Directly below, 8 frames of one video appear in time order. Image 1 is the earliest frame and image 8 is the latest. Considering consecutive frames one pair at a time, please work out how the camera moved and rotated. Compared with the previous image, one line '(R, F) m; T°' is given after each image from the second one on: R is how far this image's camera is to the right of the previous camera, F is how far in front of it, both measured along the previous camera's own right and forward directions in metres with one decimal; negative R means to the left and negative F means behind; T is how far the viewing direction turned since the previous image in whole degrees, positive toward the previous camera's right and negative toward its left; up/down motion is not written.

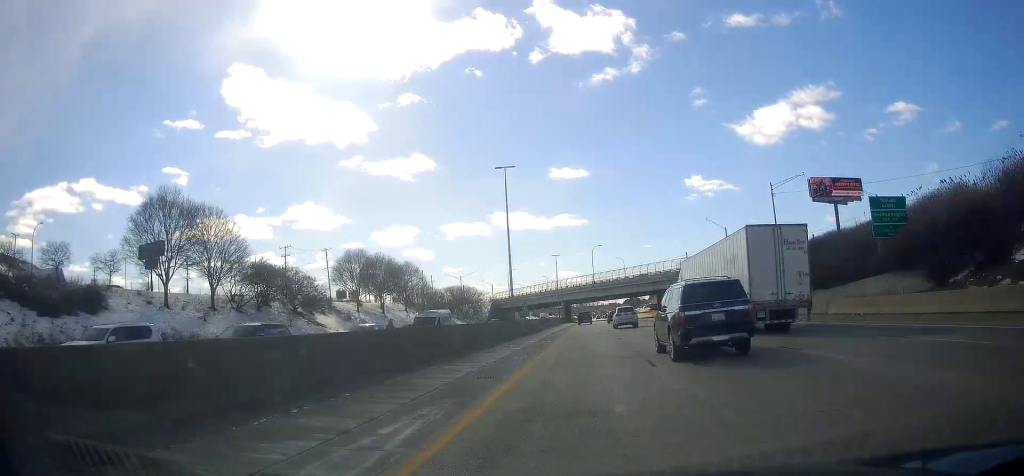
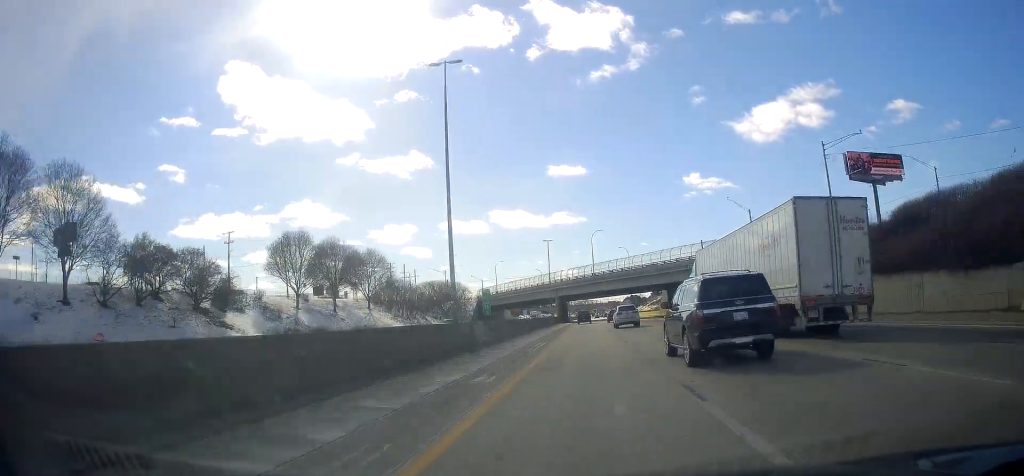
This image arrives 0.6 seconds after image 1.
(+0.2, +21.2) m; +1°
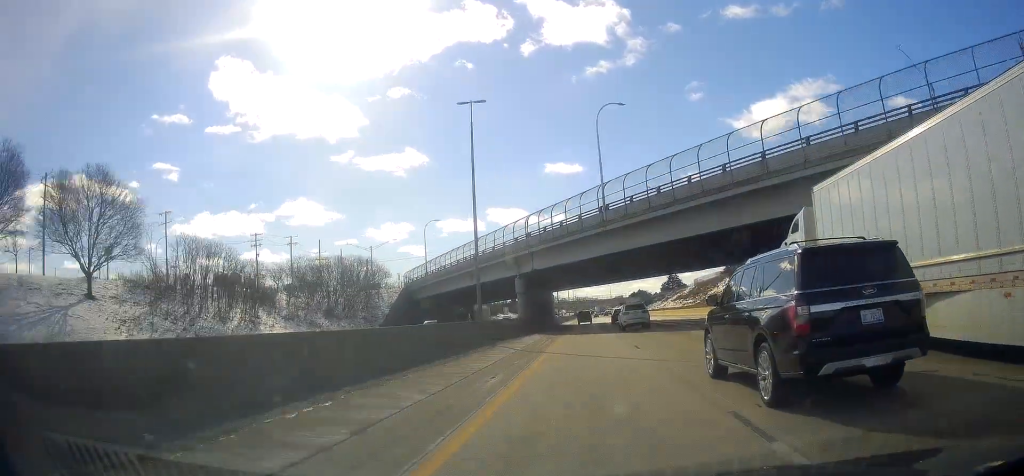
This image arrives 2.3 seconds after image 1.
(+1.2, +65.6) m; +1°
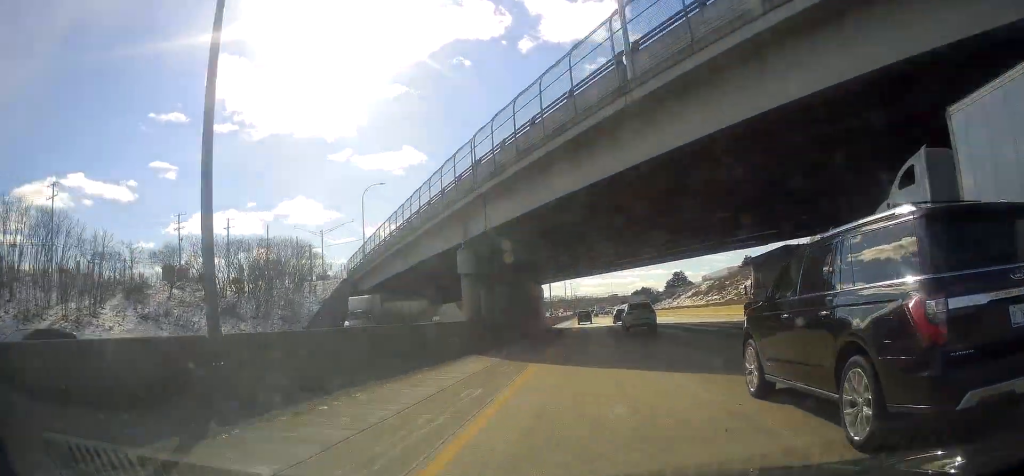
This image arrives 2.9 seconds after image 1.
(-0.4, +24.3) m; 0°
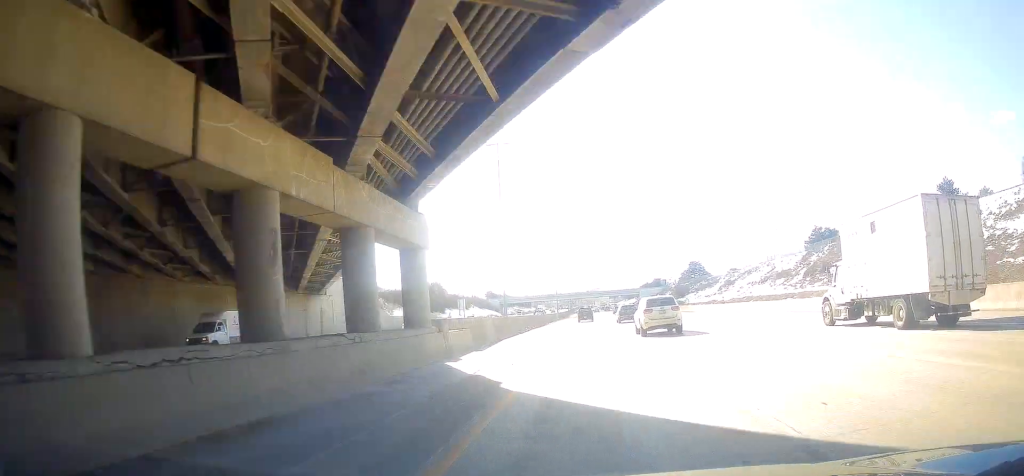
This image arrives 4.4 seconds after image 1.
(+0.4, +55.4) m; 0°
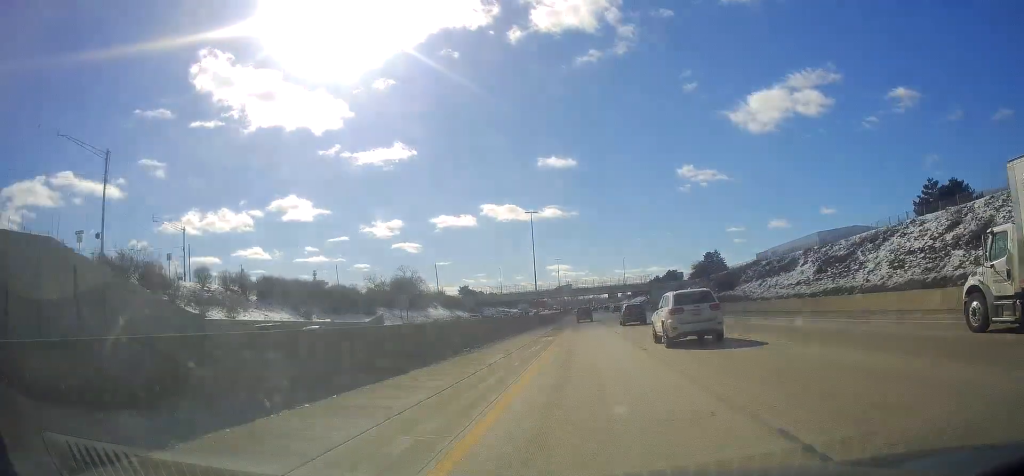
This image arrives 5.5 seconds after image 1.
(-0.5, +45.6) m; 0°
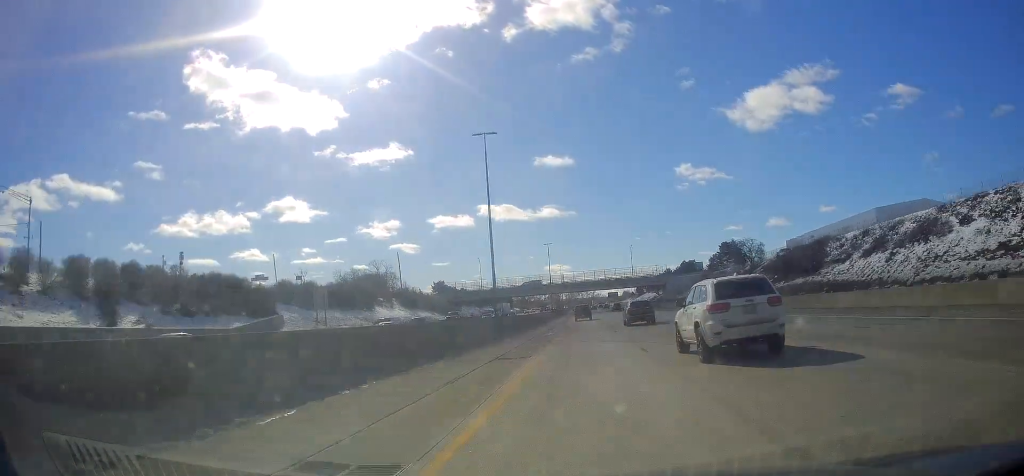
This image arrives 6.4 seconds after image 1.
(+0.1, +32.7) m; 0°
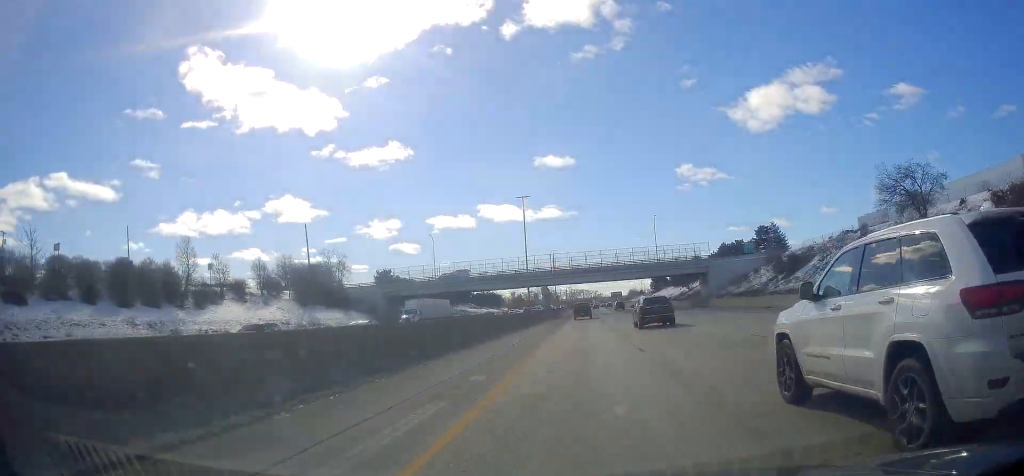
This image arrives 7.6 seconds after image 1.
(-0.1, +46.6) m; 0°
